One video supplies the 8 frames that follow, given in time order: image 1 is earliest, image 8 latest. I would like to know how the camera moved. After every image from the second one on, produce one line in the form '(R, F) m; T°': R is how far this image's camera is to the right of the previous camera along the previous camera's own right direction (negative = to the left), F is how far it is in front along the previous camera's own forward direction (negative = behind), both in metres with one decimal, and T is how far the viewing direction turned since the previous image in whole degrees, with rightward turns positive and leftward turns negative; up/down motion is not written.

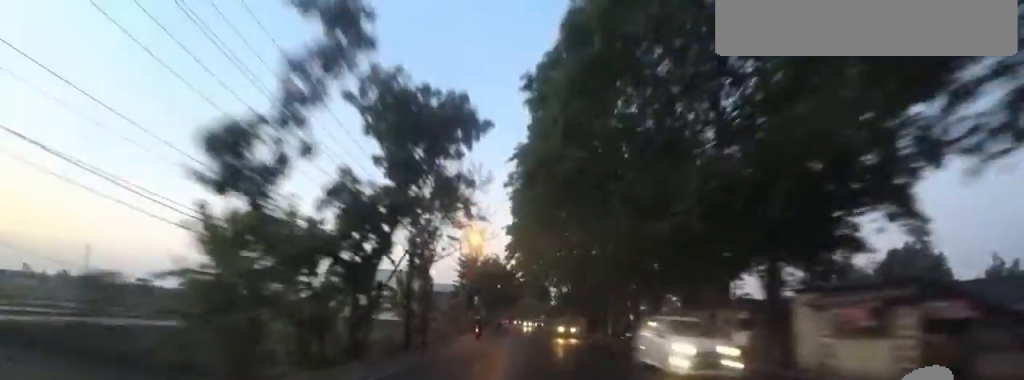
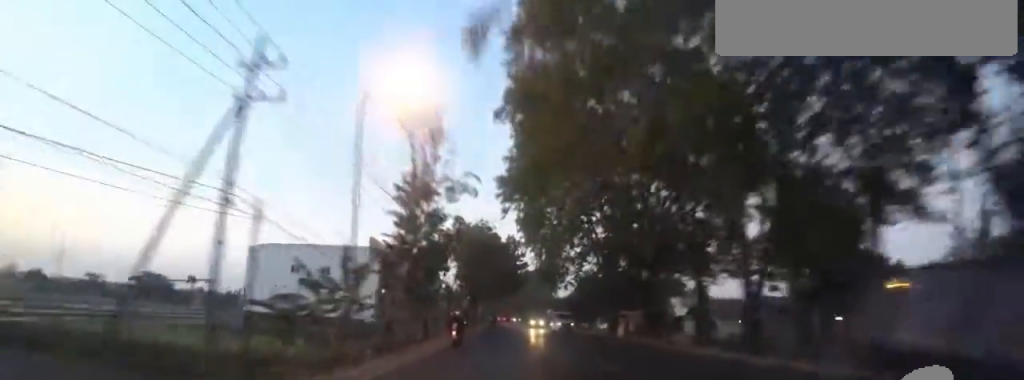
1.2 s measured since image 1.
(-0.1, +27.9) m; -1°
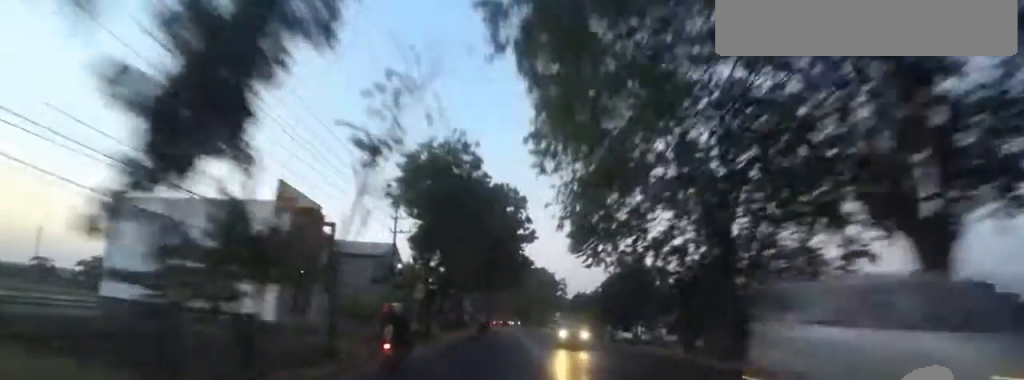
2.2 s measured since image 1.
(-0.7, +24.2) m; 0°
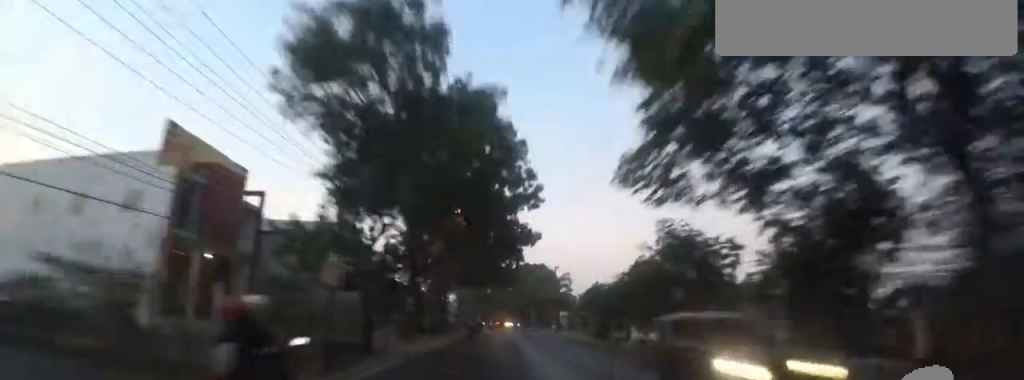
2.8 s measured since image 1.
(+0.1, +12.4) m; 0°
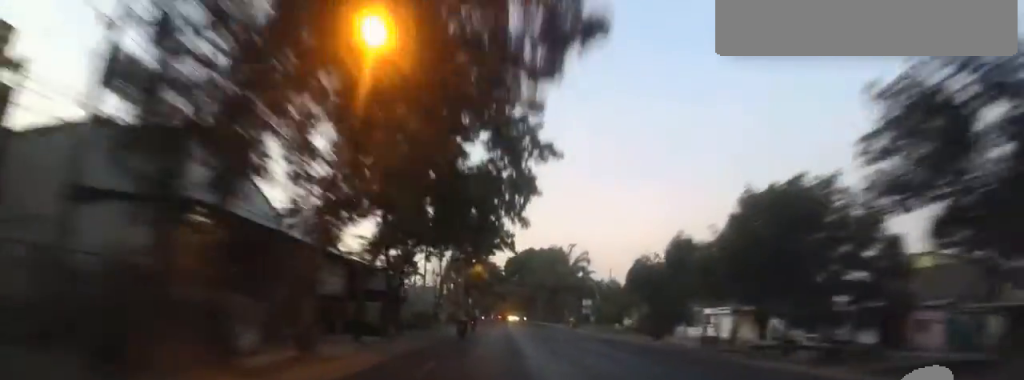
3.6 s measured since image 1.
(+0.7, +18.6) m; 0°
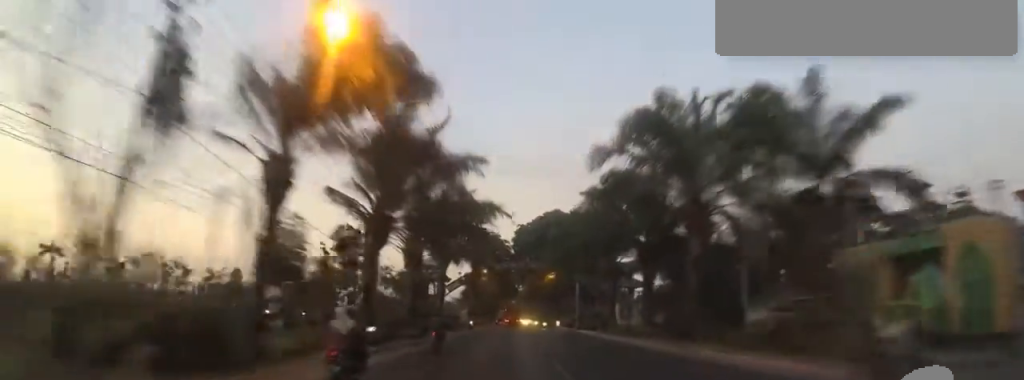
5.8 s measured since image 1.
(+0.3, +49.4) m; +1°
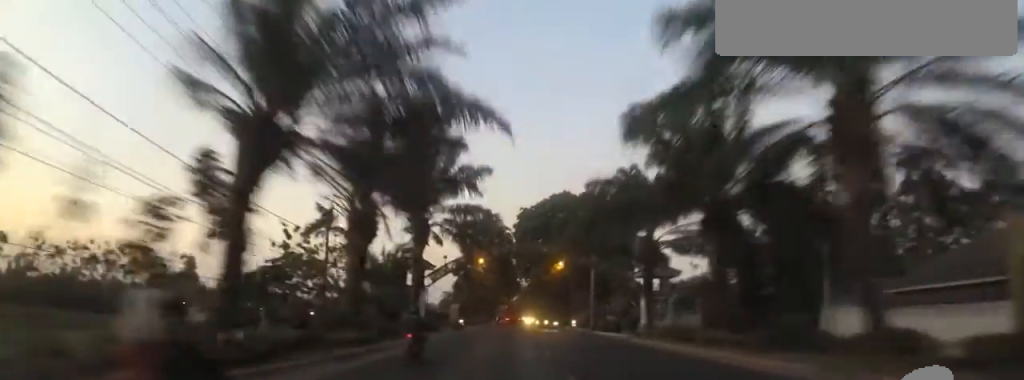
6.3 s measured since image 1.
(+0.1, +10.8) m; -2°
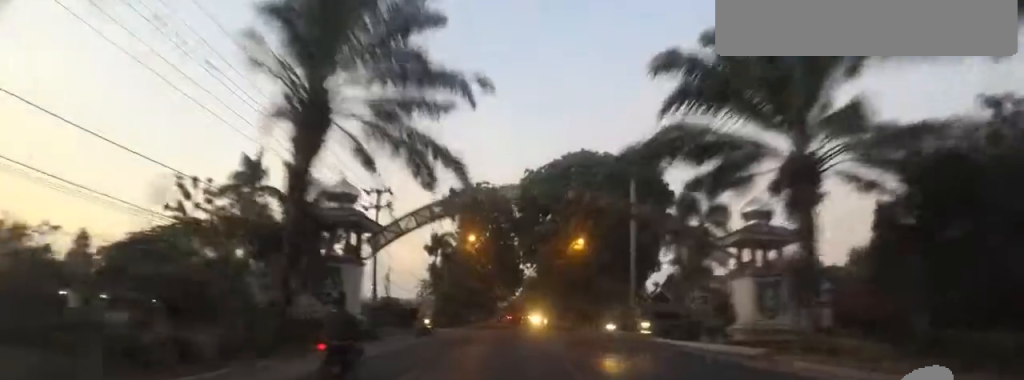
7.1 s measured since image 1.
(-0.6, +17.2) m; -2°
